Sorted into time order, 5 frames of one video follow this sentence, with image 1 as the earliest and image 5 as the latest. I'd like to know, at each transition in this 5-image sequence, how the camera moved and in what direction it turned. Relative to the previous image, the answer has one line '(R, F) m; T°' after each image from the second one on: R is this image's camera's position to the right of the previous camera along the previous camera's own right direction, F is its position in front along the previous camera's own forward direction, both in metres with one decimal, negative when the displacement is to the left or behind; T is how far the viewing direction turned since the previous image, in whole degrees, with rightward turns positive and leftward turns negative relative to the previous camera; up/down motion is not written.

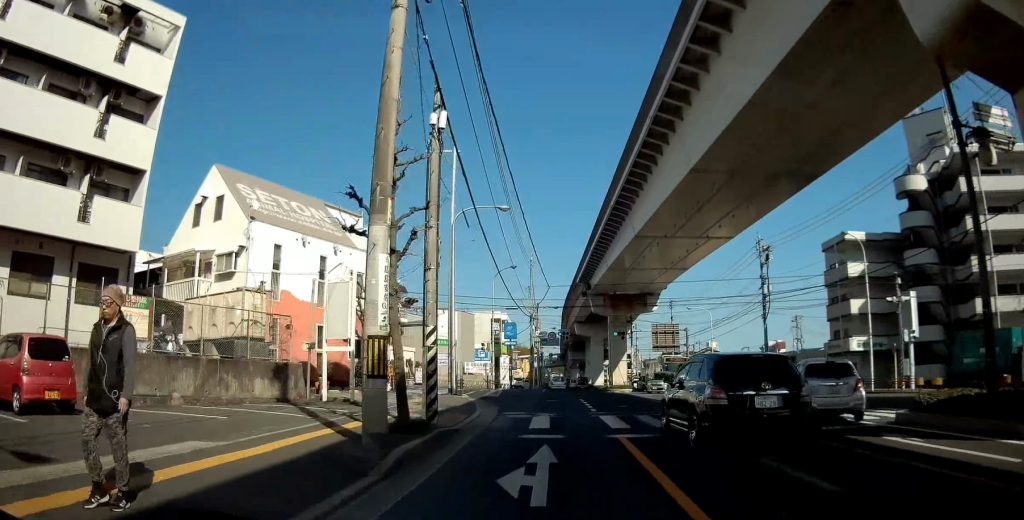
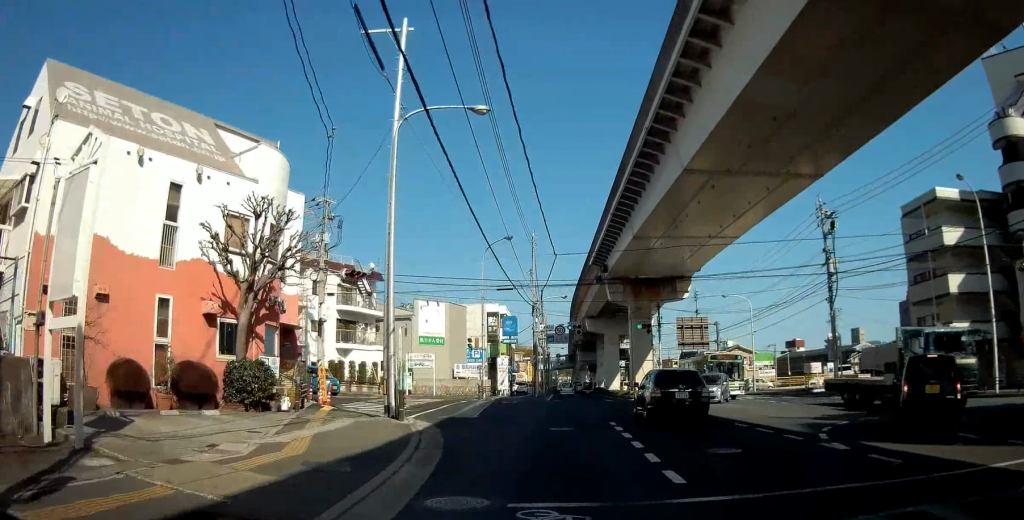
(+0.2, +13.2) m; +1°
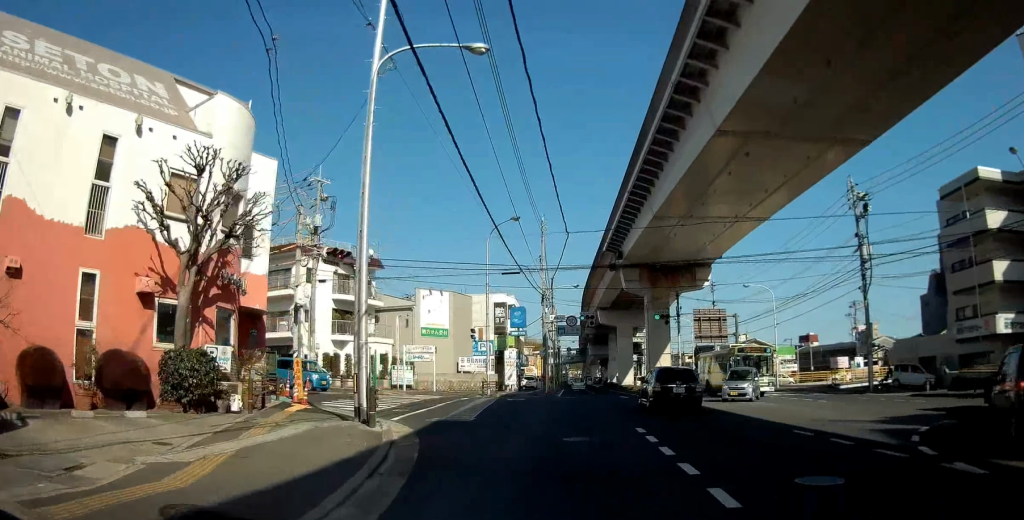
(0.0, +3.5) m; -1°
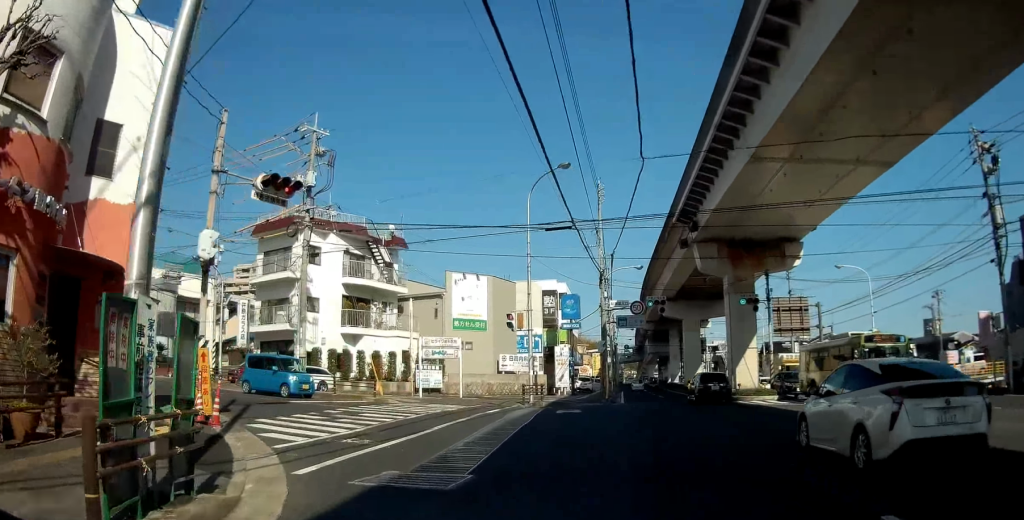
(-0.4, +9.6) m; -6°
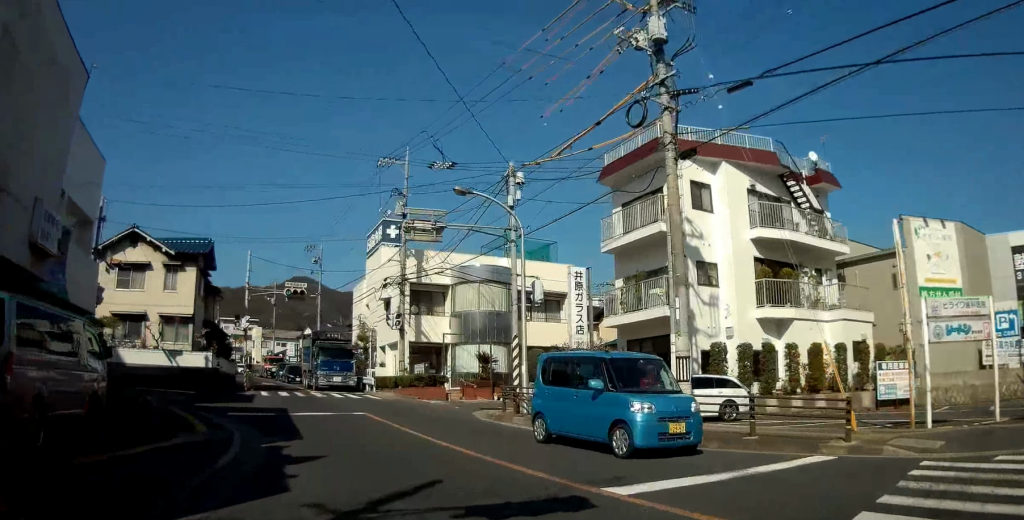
(-2.8, +14.3) m; -33°
